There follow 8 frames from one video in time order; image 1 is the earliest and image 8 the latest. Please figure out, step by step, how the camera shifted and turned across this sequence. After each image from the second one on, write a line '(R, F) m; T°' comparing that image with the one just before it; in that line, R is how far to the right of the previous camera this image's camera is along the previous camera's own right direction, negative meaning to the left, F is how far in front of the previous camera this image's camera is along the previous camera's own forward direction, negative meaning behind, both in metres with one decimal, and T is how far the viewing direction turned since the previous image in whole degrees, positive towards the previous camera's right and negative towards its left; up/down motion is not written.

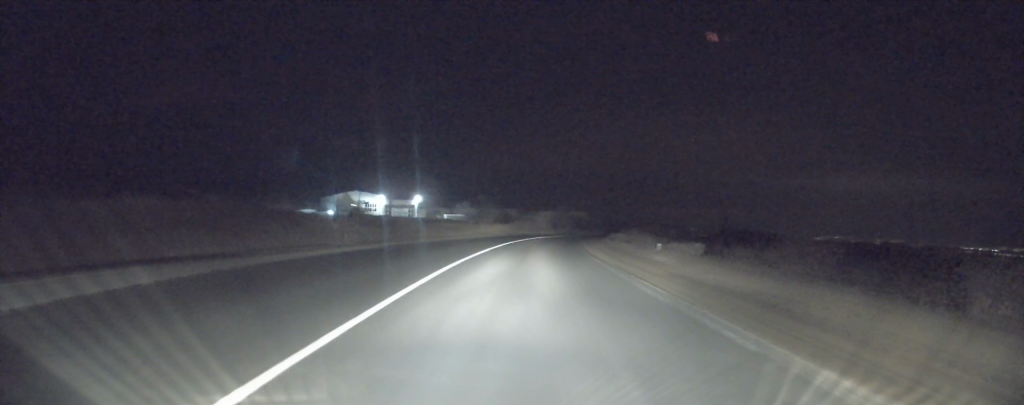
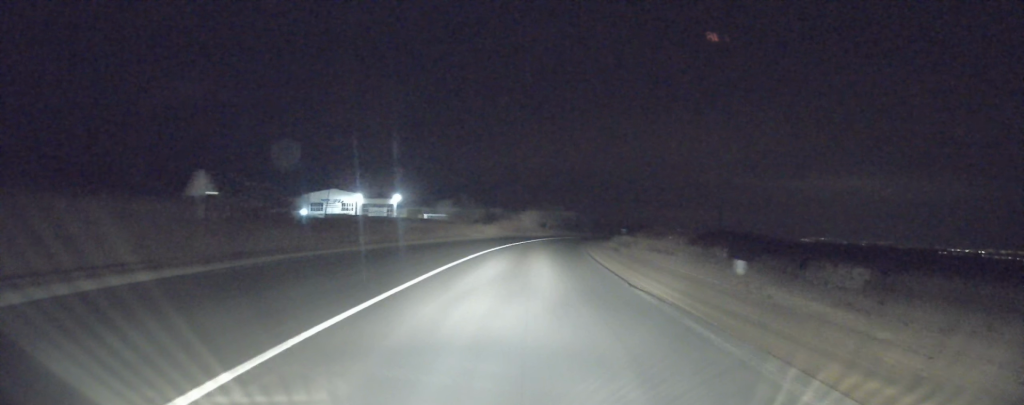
(+0.1, +12.0) m; +2°
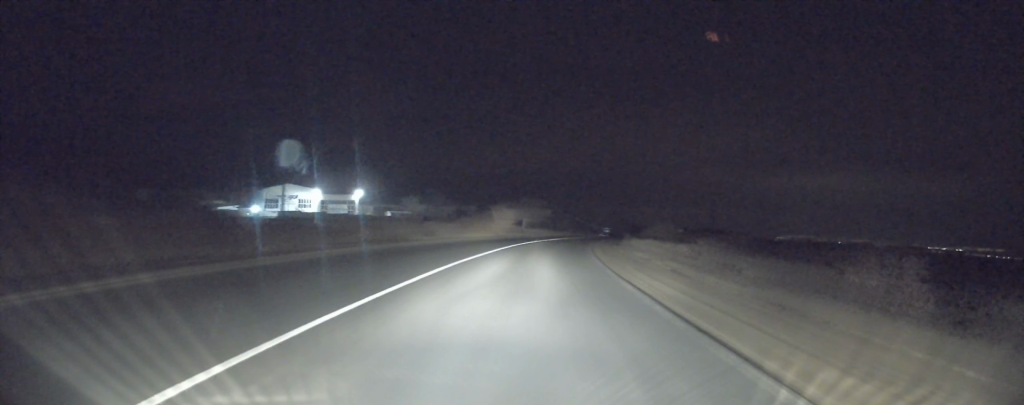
(+0.4, +18.4) m; +2°
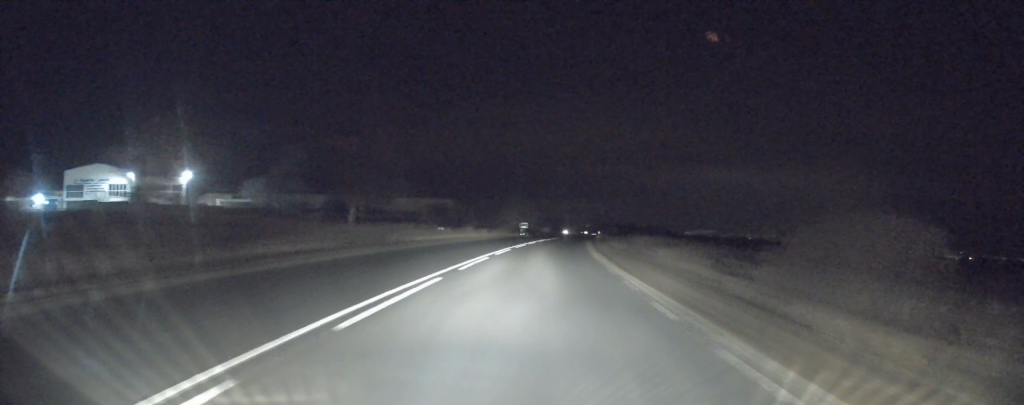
(+3.7, +55.1) m; +8°
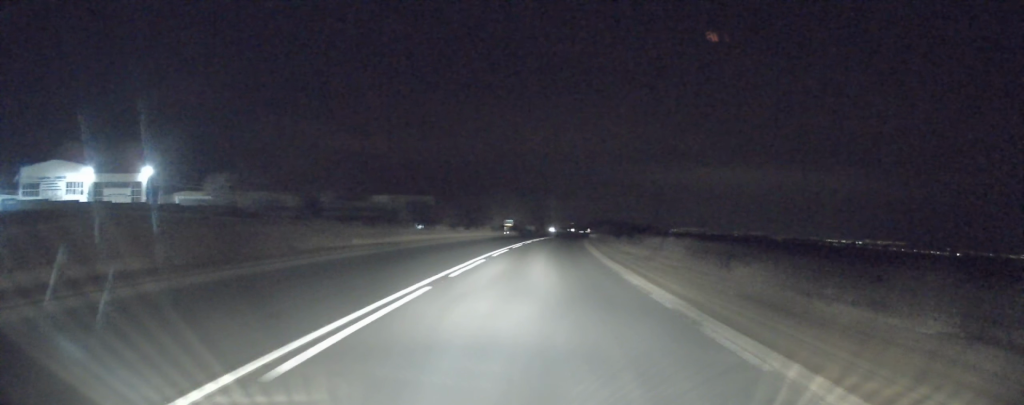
(+0.1, +10.9) m; +1°
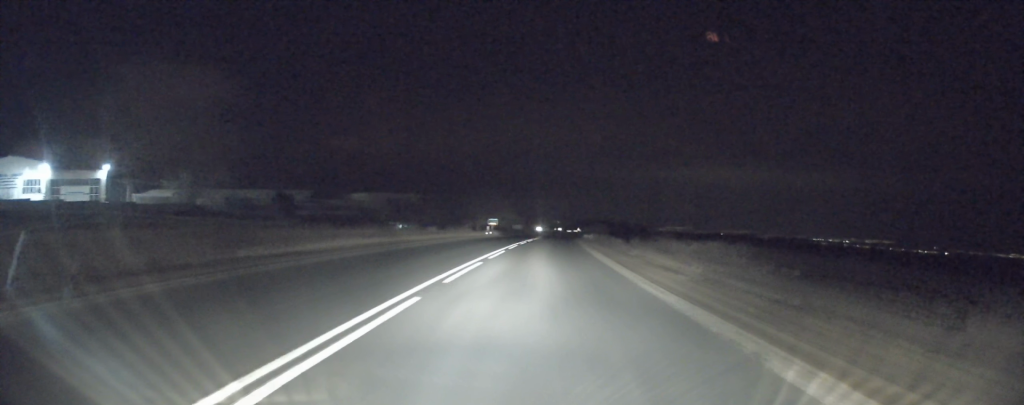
(+0.1, +10.1) m; +1°
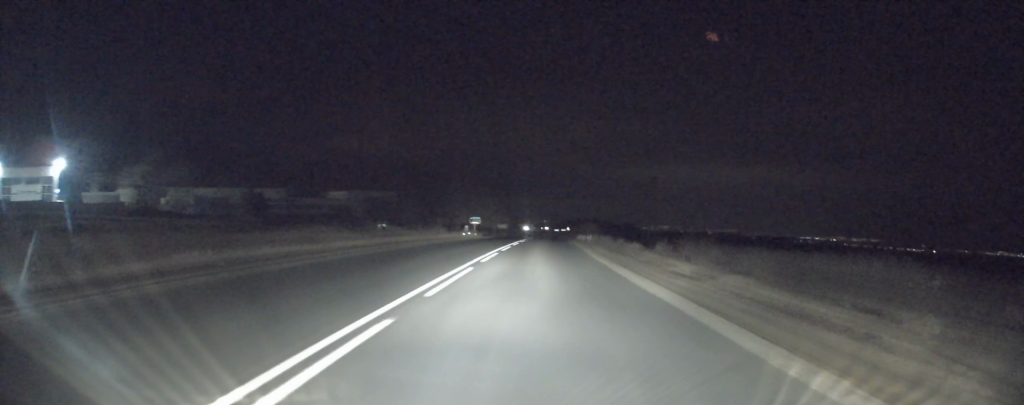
(+0.2, +10.9) m; +1°
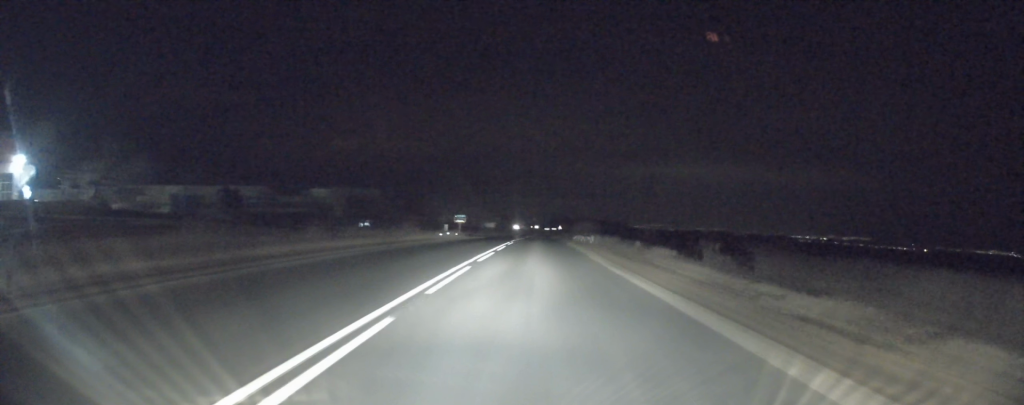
(+0.1, +8.7) m; +1°
